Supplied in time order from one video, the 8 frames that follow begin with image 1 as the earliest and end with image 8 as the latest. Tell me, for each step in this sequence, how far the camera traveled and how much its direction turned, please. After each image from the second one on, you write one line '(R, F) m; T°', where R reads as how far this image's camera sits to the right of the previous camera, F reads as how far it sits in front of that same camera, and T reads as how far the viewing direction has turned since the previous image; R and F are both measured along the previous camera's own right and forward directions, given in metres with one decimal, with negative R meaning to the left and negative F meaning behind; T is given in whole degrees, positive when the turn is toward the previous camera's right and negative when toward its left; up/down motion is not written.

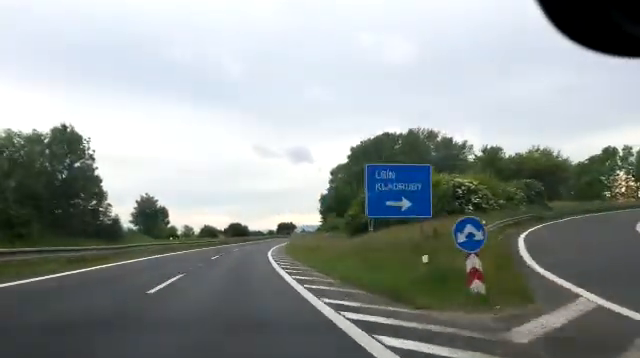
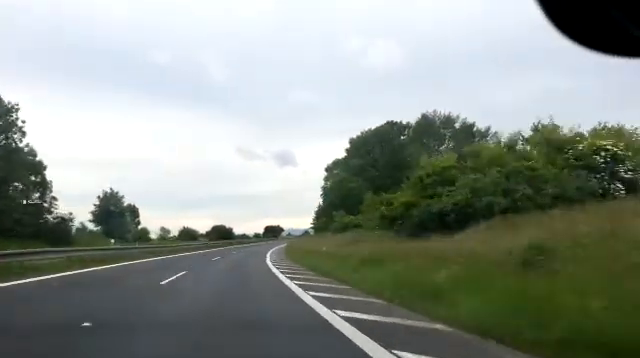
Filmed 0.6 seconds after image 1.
(+0.1, +13.0) m; +1°
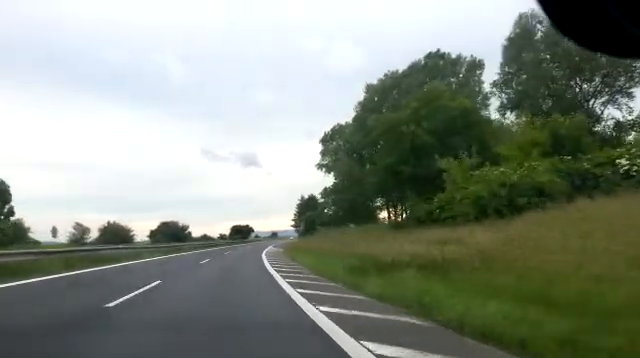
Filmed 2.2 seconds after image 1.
(+1.4, +35.1) m; +5°
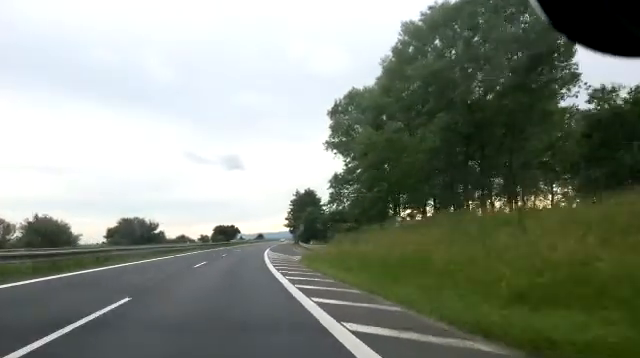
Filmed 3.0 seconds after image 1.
(+0.5, +21.2) m; +3°
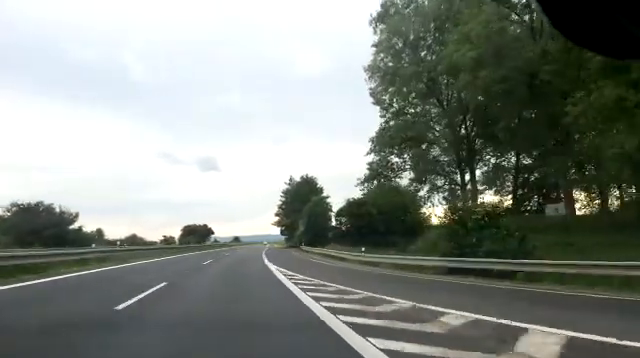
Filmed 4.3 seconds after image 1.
(+1.2, +31.5) m; +2°
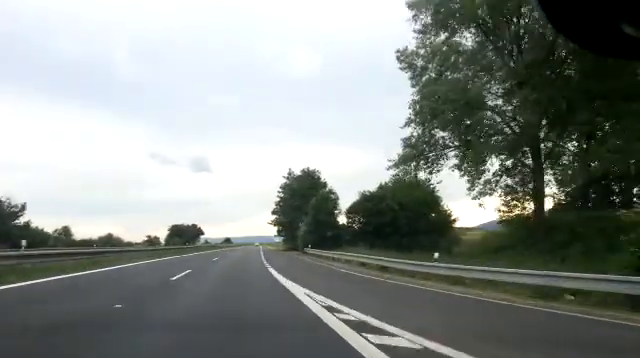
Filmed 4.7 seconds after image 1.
(0.0, +11.3) m; 0°
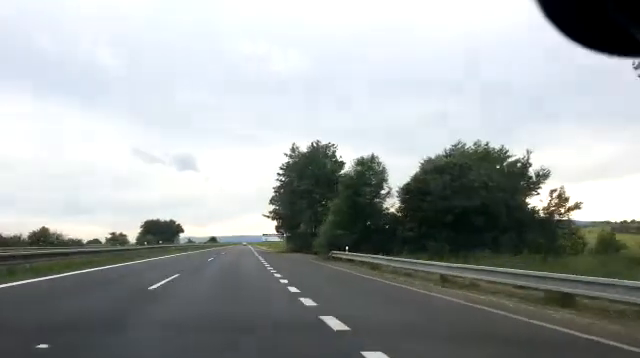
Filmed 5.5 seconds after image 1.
(-0.4, +21.8) m; 0°
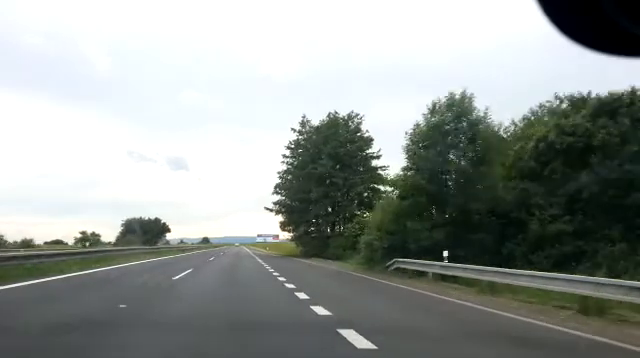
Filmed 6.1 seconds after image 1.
(+0.3, +14.9) m; +1°
